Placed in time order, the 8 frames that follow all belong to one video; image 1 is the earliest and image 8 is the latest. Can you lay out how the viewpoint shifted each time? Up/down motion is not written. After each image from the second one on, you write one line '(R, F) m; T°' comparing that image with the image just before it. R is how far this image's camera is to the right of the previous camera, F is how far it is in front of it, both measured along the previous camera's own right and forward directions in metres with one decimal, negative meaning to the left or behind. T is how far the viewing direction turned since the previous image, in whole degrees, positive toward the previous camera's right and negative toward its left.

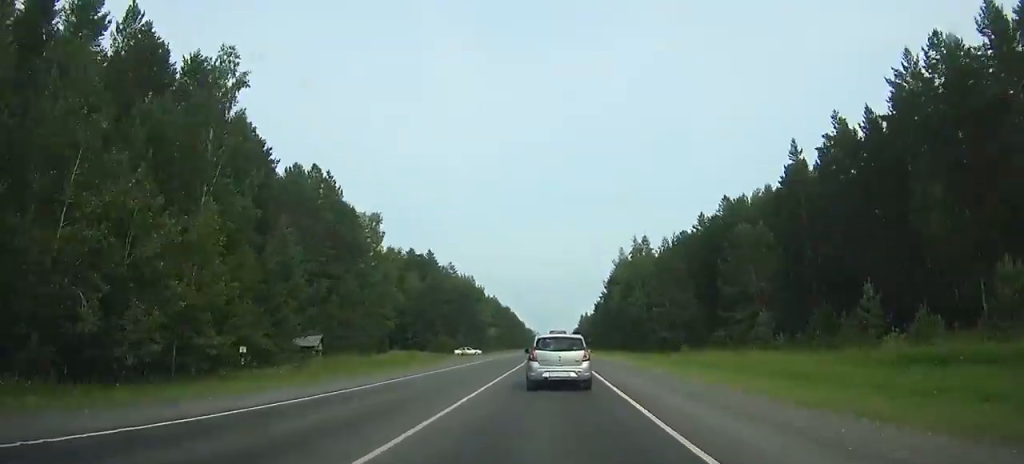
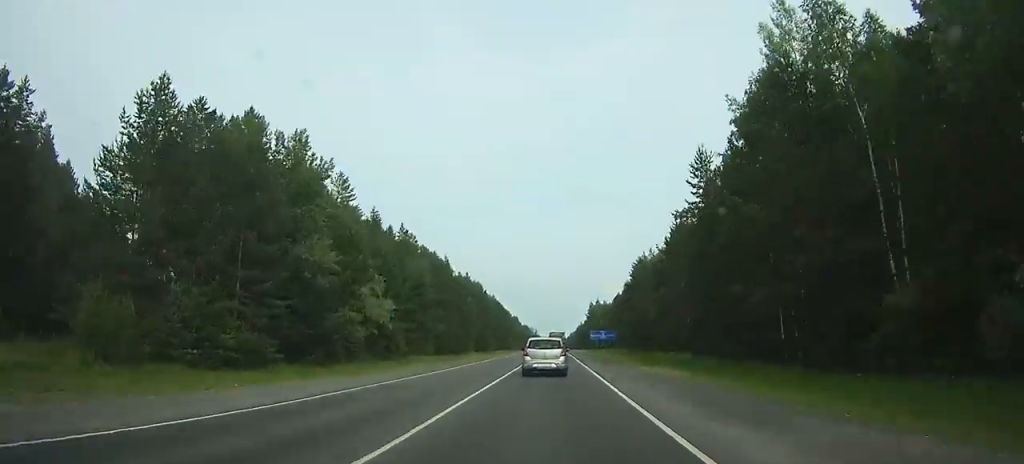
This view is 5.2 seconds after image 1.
(-0.1, +92.1) m; -6°
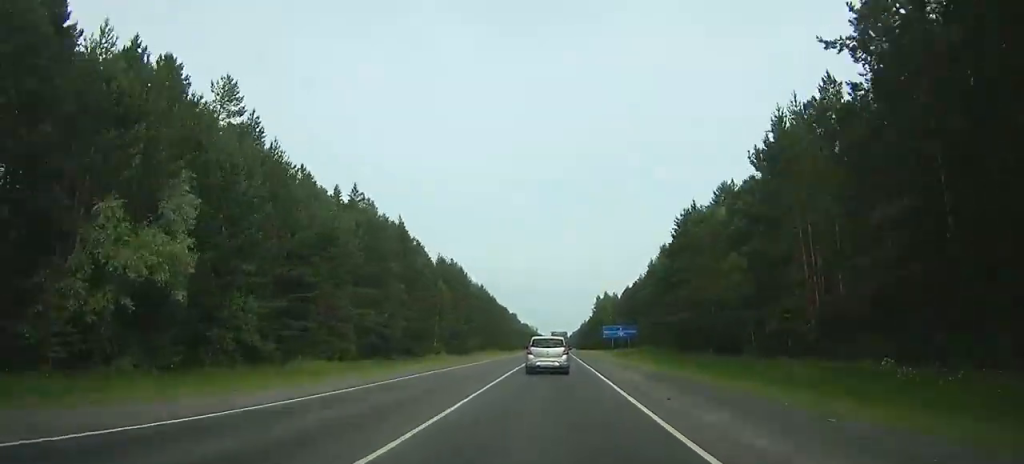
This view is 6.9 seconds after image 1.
(-4.3, +31.2) m; -2°
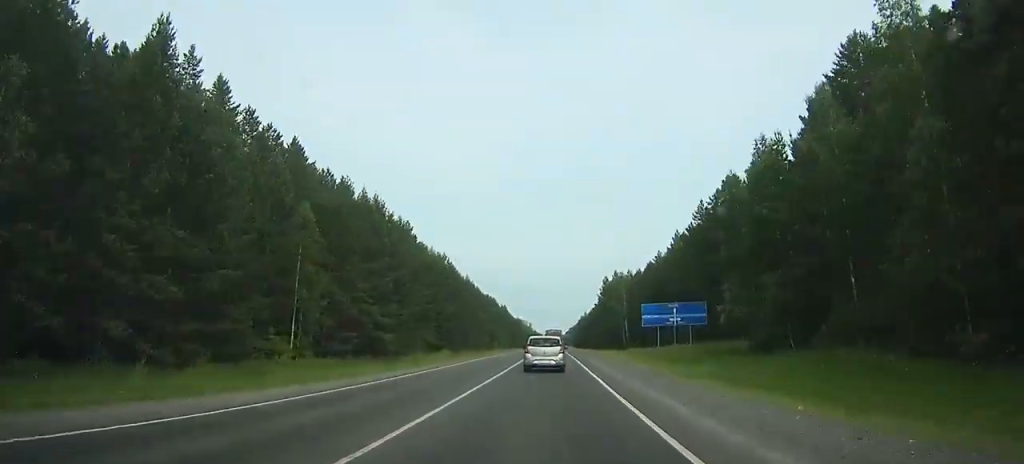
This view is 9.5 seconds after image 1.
(+2.4, +48.3) m; +3°
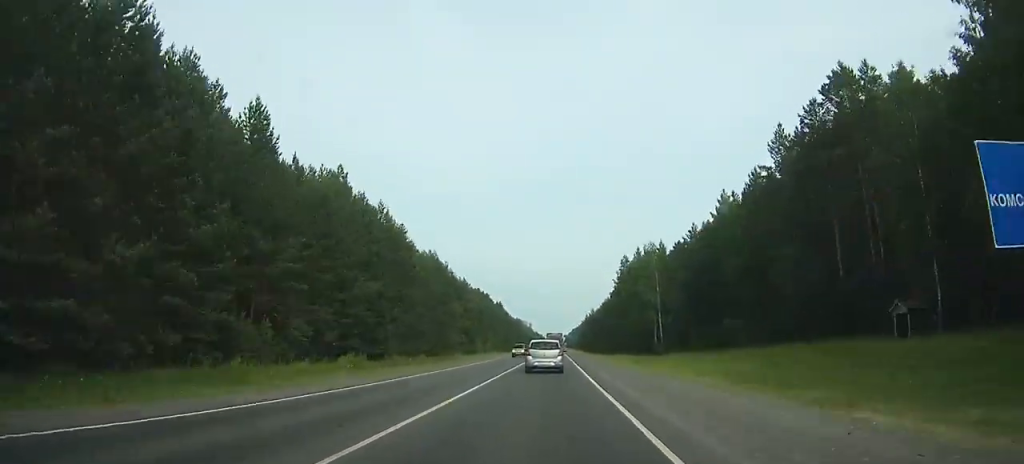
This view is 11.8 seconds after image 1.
(+1.1, +42.7) m; +2°
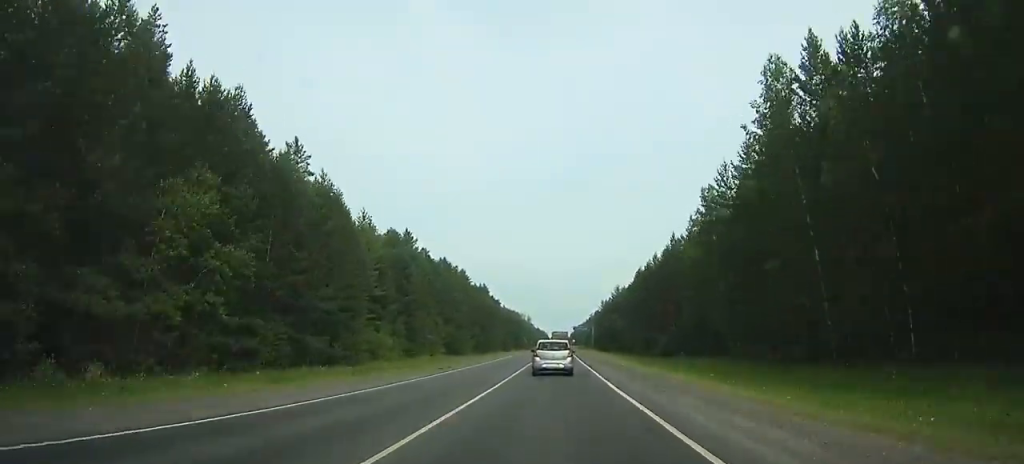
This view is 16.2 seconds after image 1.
(+0.2, +80.7) m; 0°
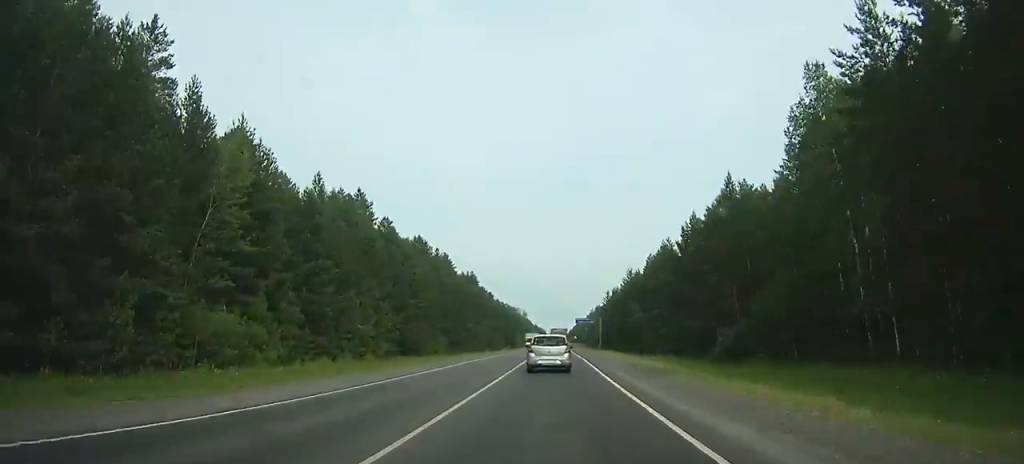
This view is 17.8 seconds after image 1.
(0.0, +27.9) m; 0°
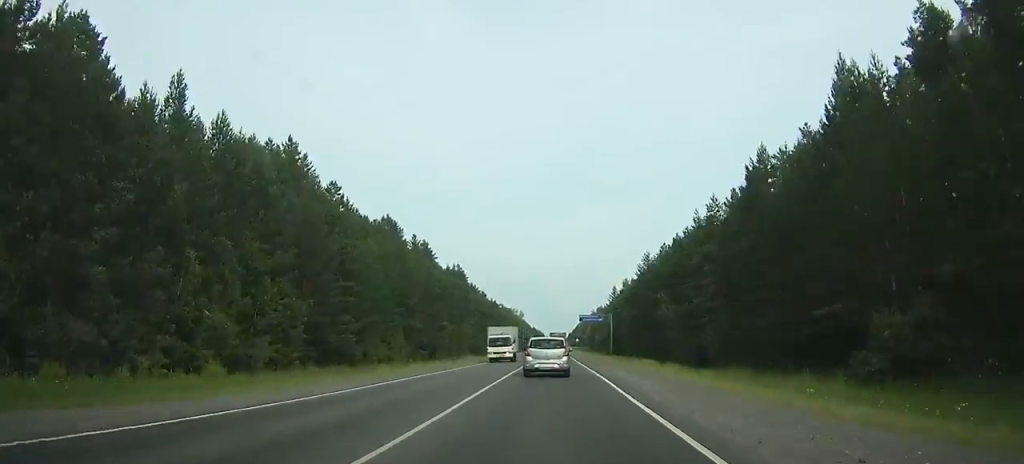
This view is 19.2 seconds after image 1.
(0.0, +24.3) m; 0°
